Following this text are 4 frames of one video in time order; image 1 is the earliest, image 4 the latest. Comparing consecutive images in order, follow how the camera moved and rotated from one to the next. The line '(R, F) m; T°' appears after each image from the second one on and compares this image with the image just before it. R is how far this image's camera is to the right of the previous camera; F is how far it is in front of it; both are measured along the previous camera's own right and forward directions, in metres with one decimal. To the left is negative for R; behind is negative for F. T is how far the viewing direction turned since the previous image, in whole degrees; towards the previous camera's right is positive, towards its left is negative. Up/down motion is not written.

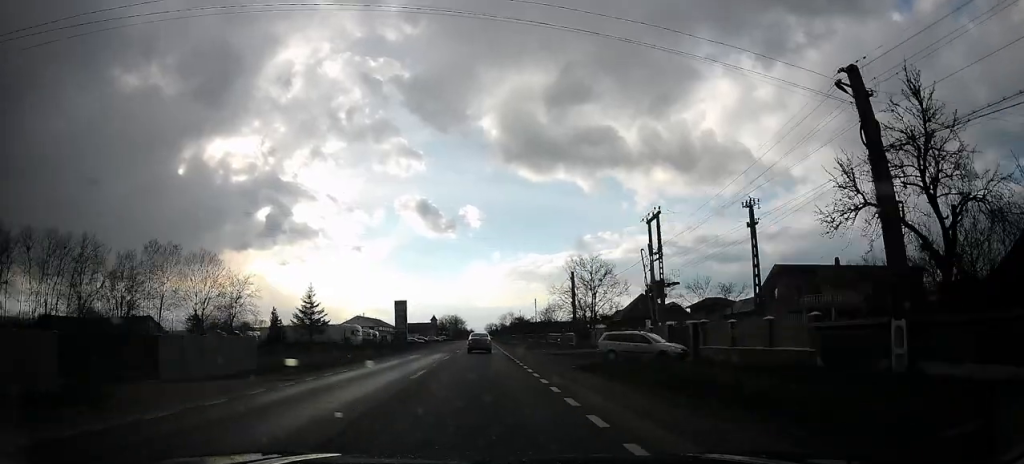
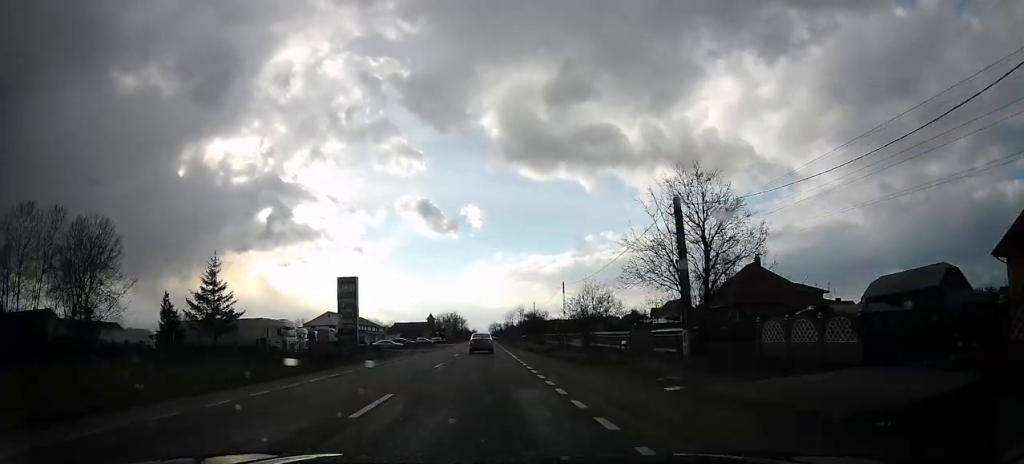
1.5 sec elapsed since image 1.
(+0.2, +30.4) m; +1°
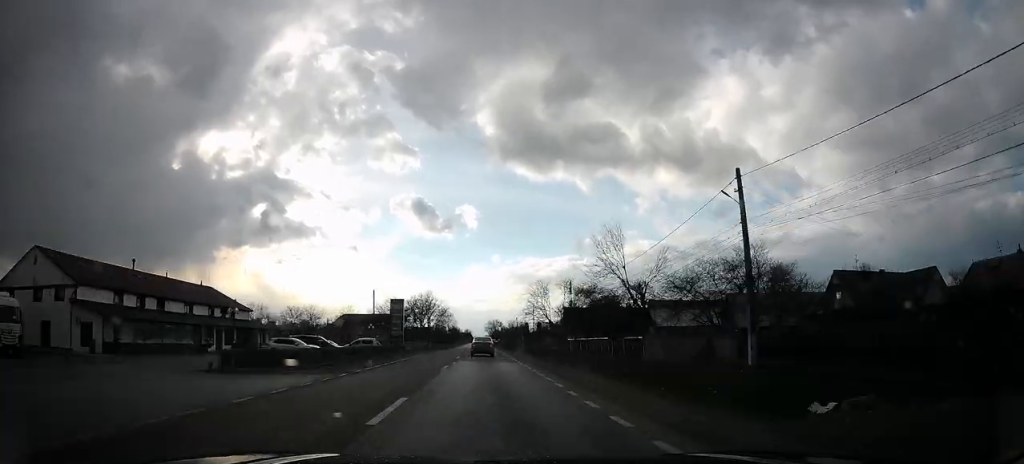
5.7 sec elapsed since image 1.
(-1.8, +86.5) m; +2°
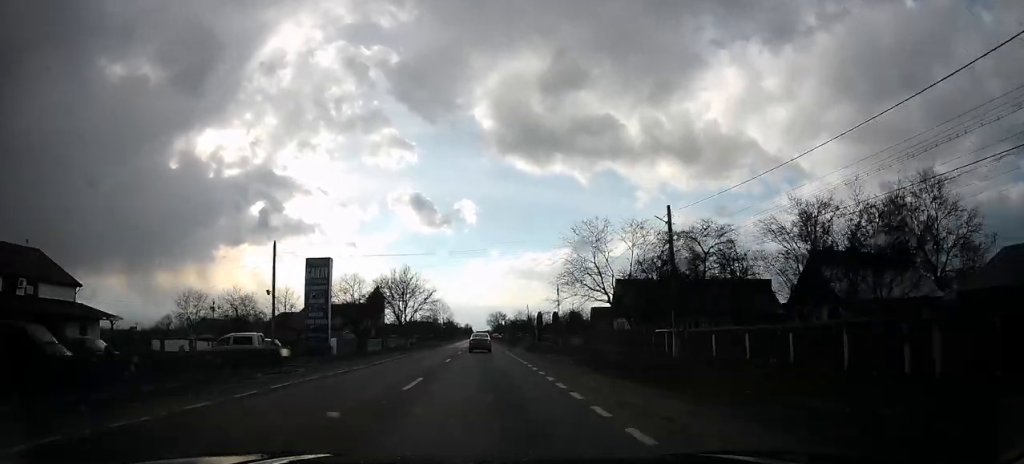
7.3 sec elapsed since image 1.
(+0.6, +32.4) m; 0°
